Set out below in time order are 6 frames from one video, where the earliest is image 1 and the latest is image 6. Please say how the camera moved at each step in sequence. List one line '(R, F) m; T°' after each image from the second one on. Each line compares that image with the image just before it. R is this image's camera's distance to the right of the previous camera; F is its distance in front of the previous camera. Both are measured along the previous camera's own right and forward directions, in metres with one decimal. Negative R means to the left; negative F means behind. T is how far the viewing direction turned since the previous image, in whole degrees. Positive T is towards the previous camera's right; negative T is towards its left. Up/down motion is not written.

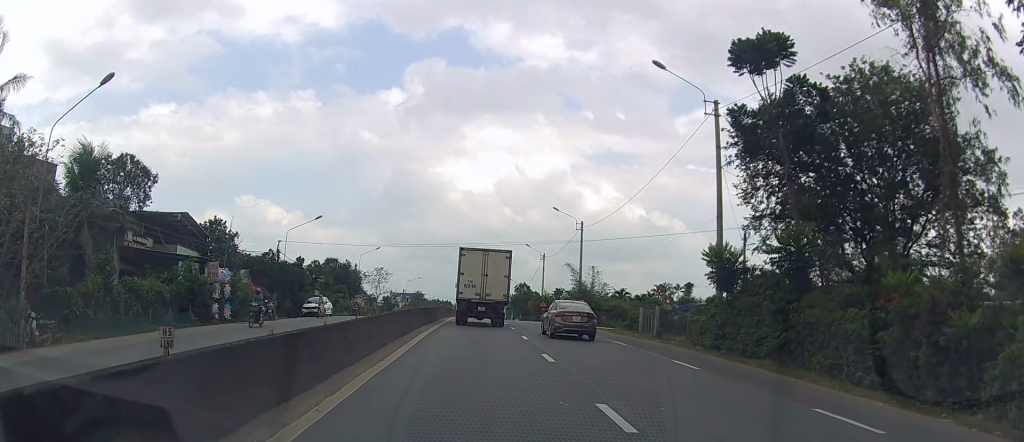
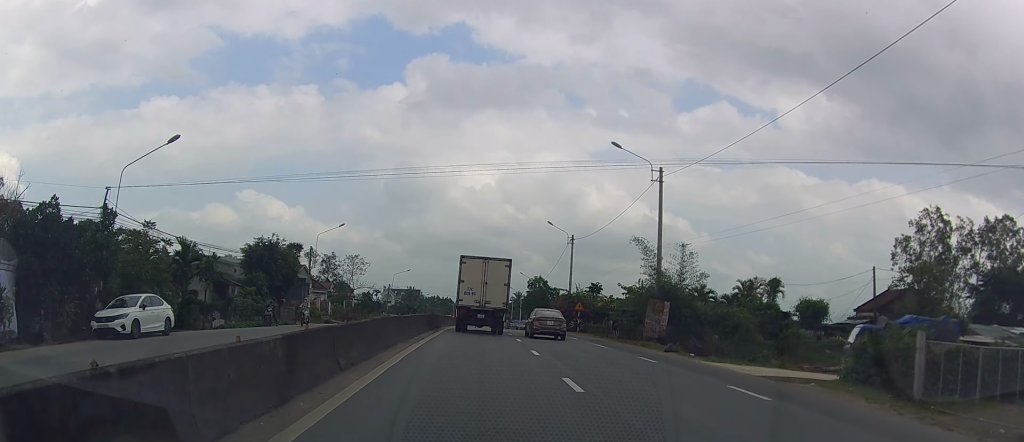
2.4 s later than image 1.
(0.0, +28.8) m; 0°
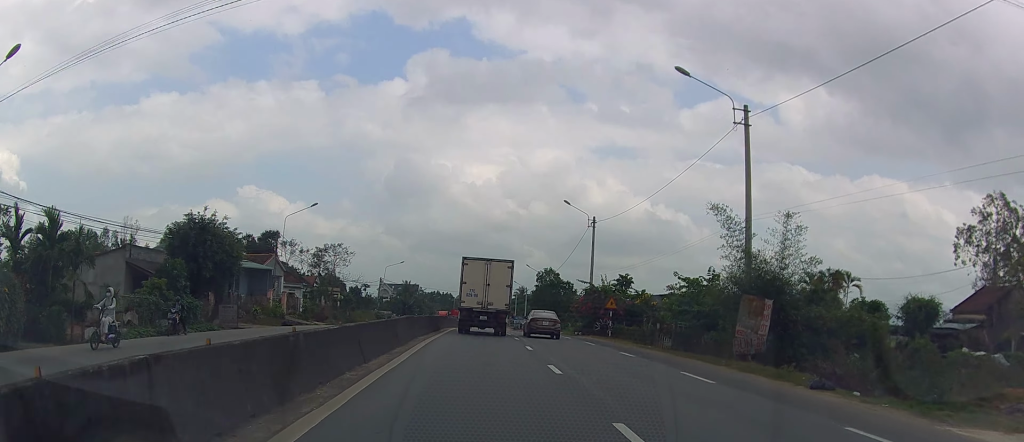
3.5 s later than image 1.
(0.0, +12.8) m; 0°
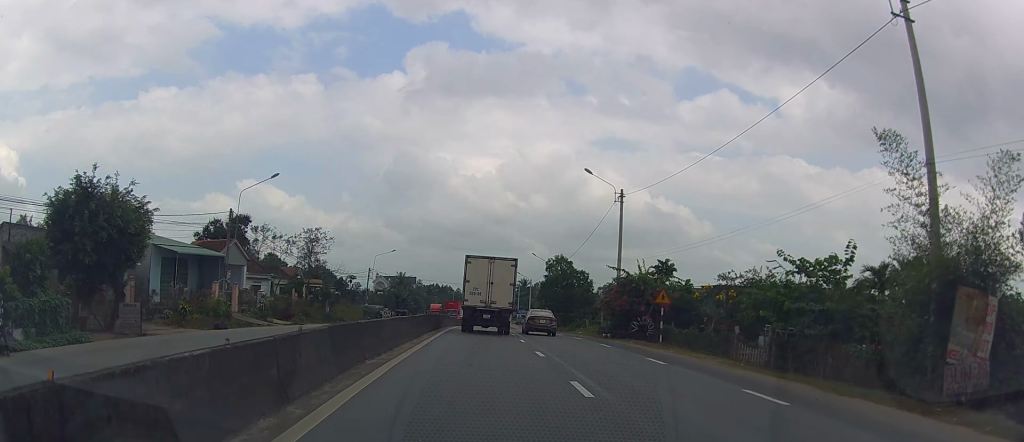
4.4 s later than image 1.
(0.0, +11.6) m; 0°
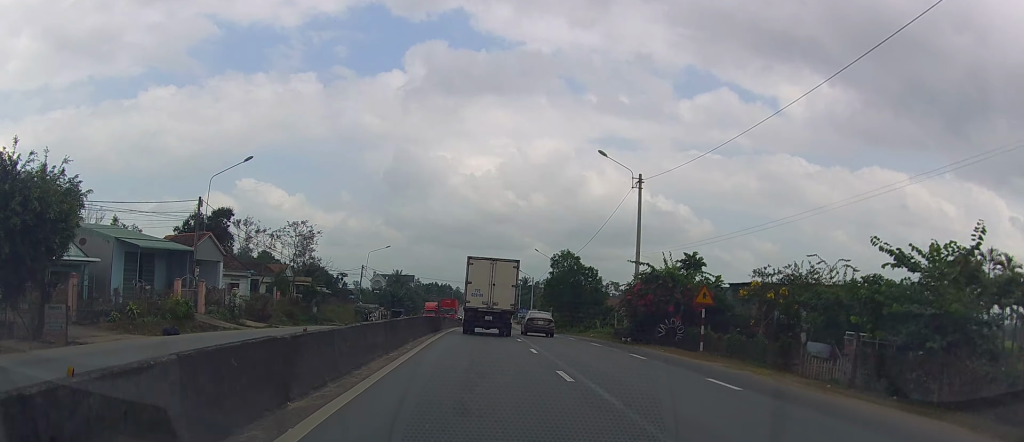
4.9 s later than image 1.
(0.0, +5.7) m; 0°
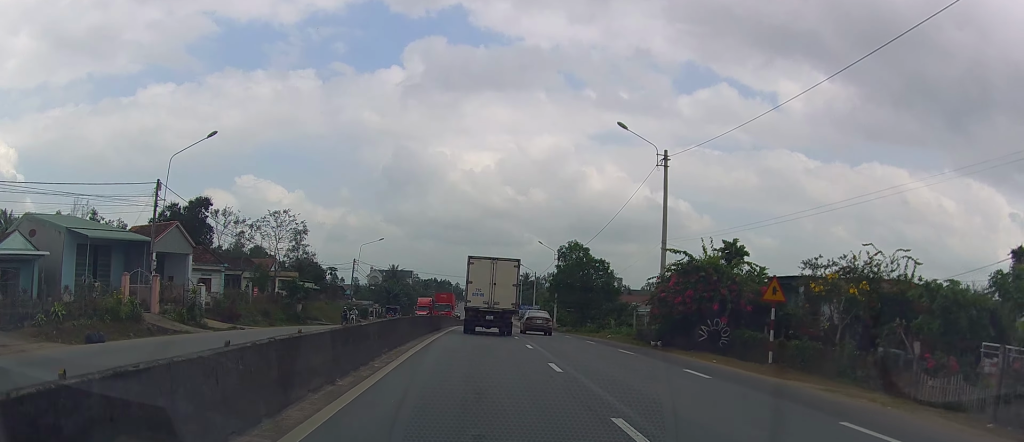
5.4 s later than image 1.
(0.0, +6.1) m; 0°
